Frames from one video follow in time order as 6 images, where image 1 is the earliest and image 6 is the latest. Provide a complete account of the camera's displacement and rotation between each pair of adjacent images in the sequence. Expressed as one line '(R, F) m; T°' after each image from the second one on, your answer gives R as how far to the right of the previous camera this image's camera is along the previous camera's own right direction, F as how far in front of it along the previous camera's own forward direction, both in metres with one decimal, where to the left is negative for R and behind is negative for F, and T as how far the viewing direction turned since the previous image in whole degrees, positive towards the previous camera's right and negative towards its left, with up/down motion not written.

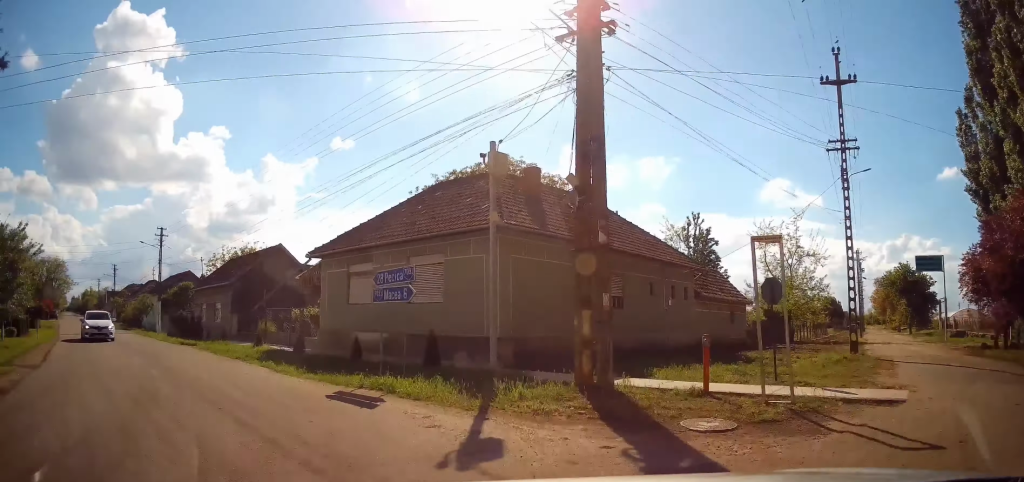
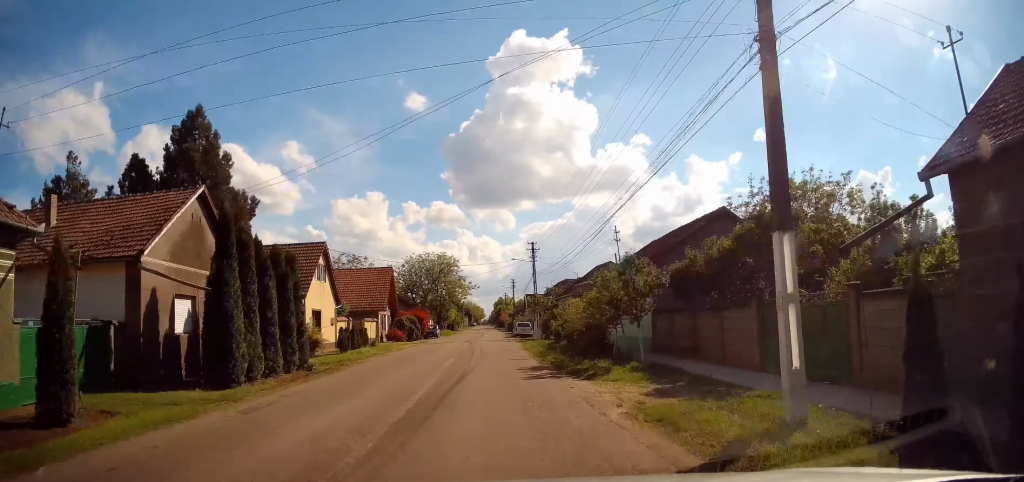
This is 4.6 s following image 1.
(-20.3, +27.0) m; -46°
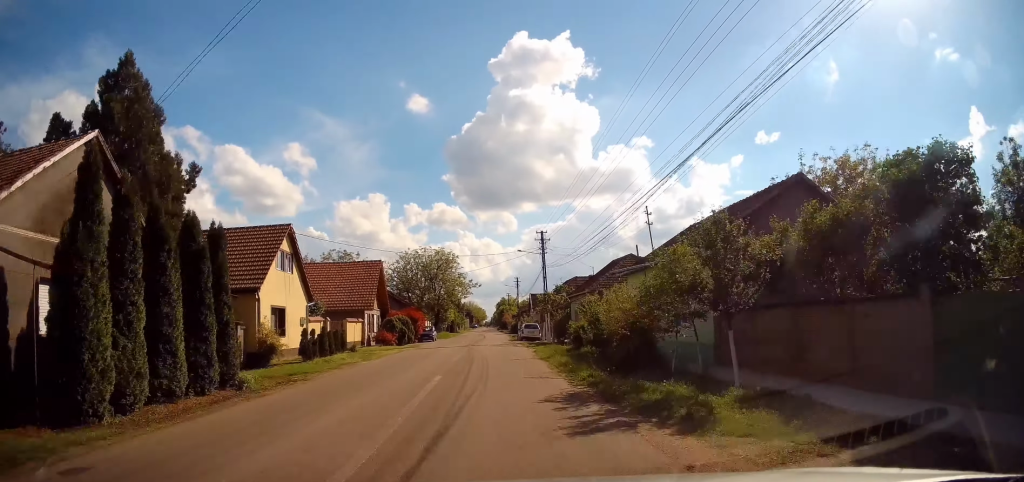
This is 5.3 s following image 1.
(+0.2, +6.3) m; 0°
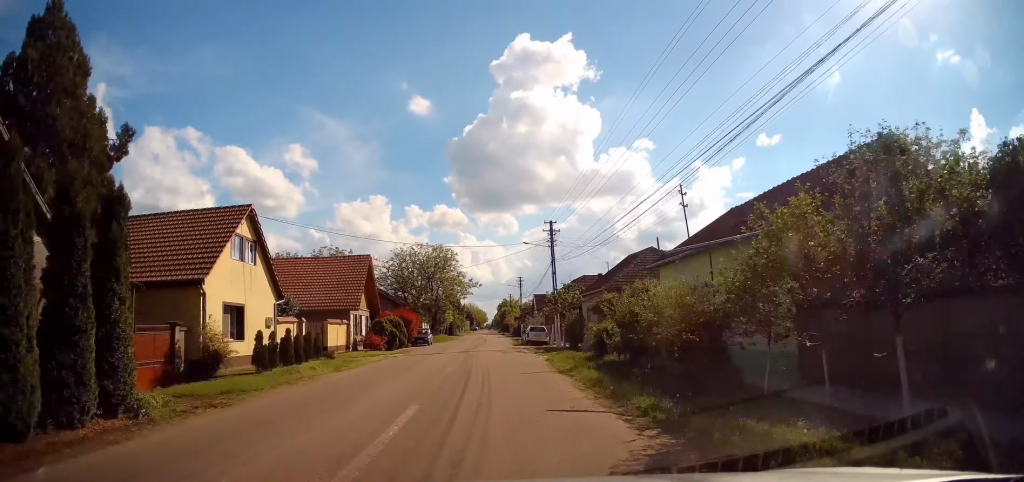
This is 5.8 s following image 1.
(0.0, +4.6) m; 0°
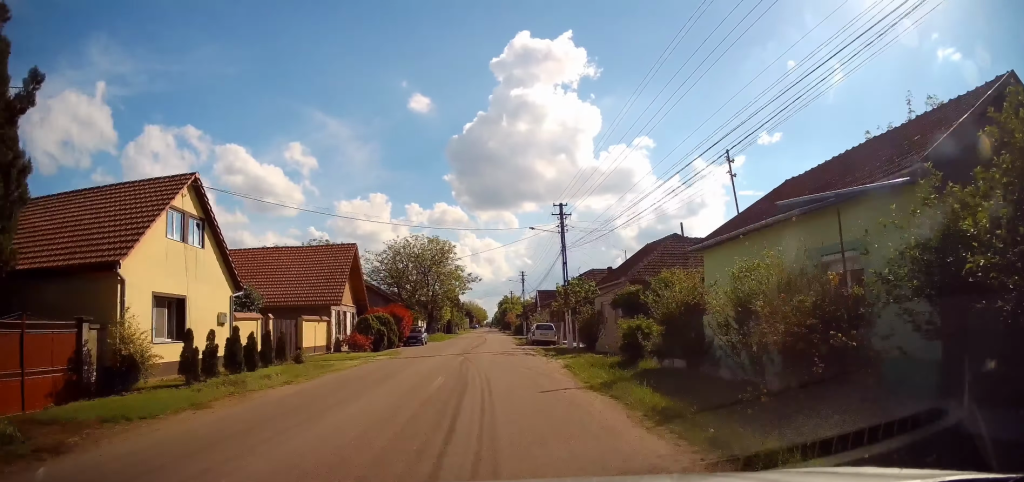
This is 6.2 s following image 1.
(-0.1, +4.3) m; -1°
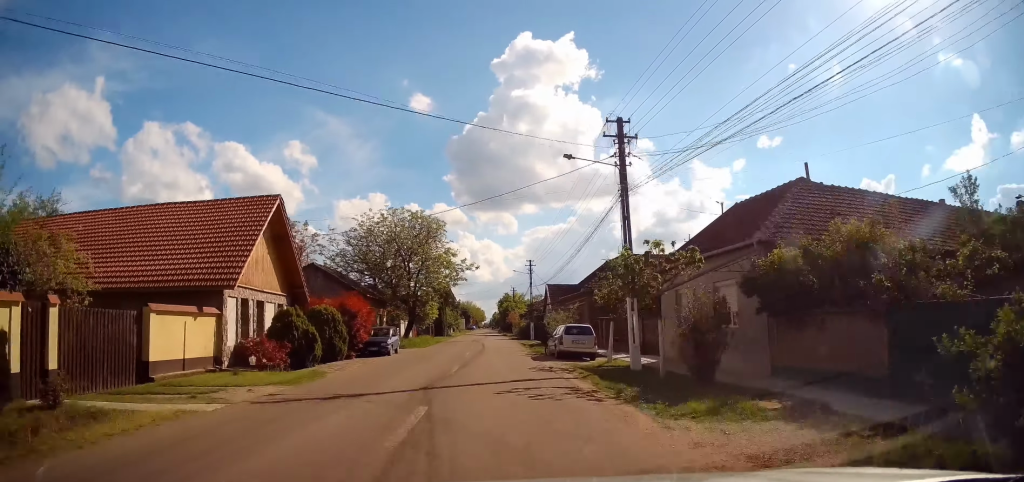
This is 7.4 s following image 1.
(-0.1, +12.7) m; 0°
